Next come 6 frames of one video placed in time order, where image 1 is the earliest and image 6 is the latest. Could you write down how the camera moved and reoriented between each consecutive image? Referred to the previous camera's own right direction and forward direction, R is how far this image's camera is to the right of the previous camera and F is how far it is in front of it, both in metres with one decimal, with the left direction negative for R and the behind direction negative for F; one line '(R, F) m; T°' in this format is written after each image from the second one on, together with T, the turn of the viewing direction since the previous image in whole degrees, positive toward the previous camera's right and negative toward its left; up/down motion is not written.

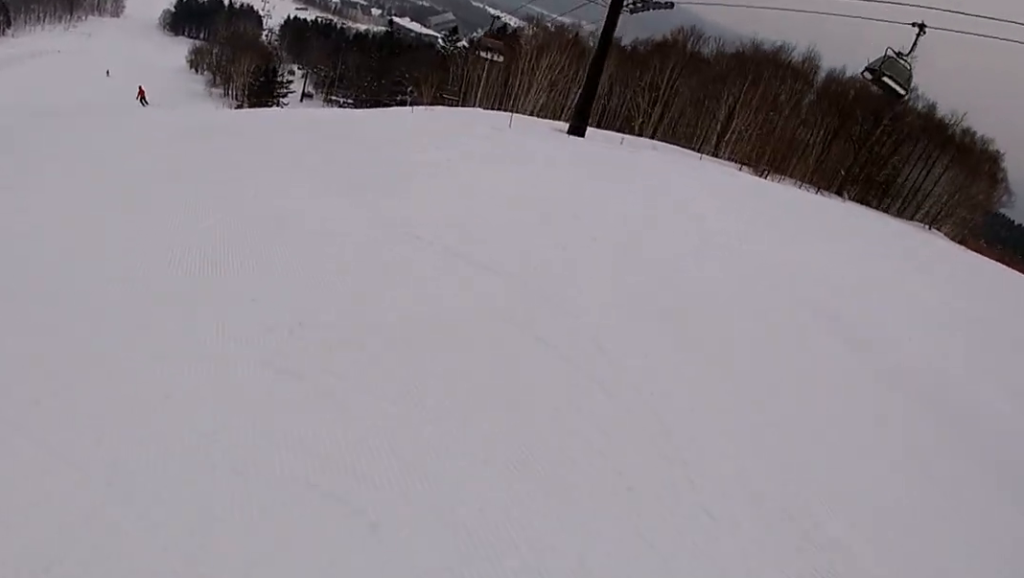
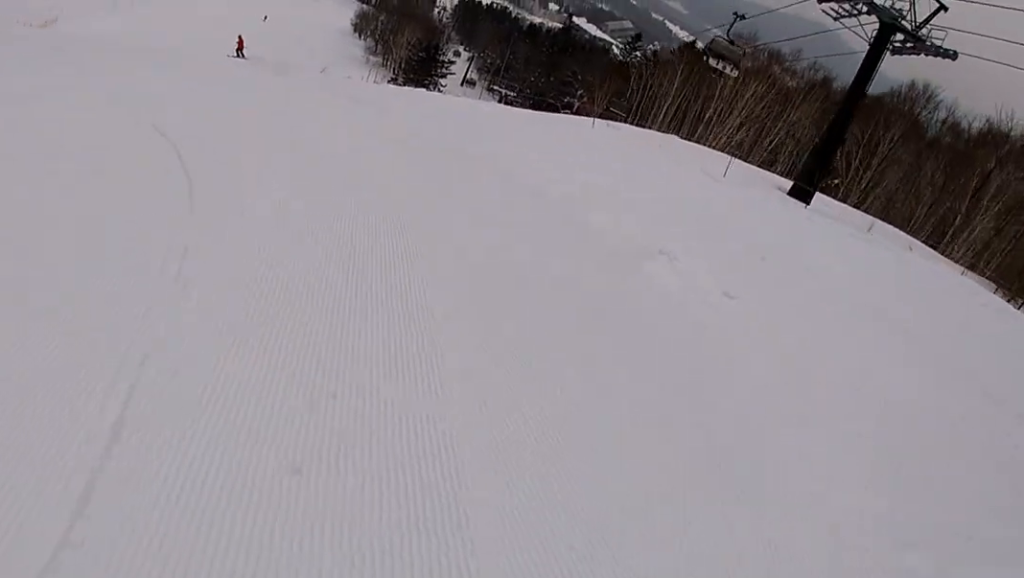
(-1.6, +8.0) m; -20°
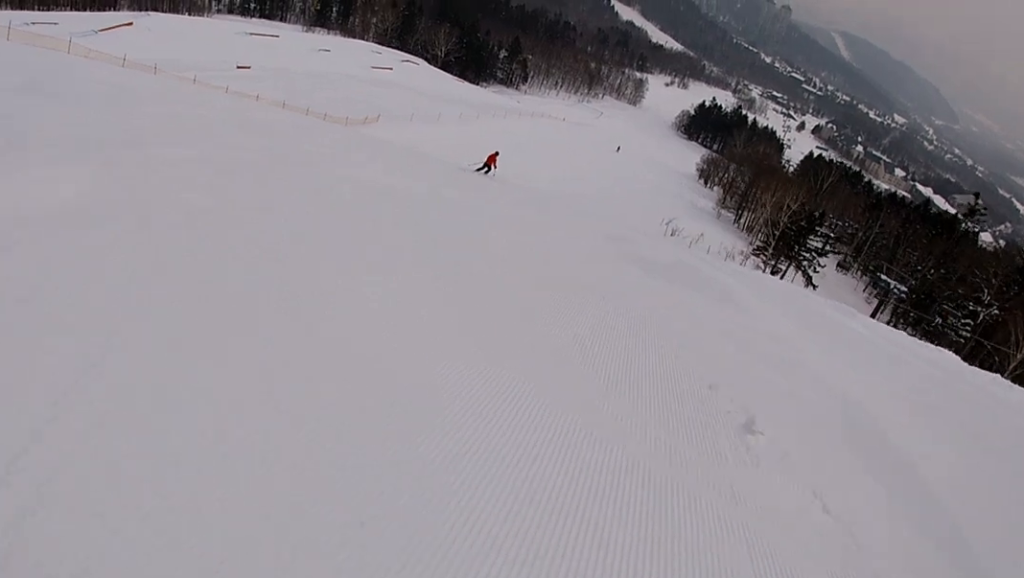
(-4.9, +17.5) m; -13°
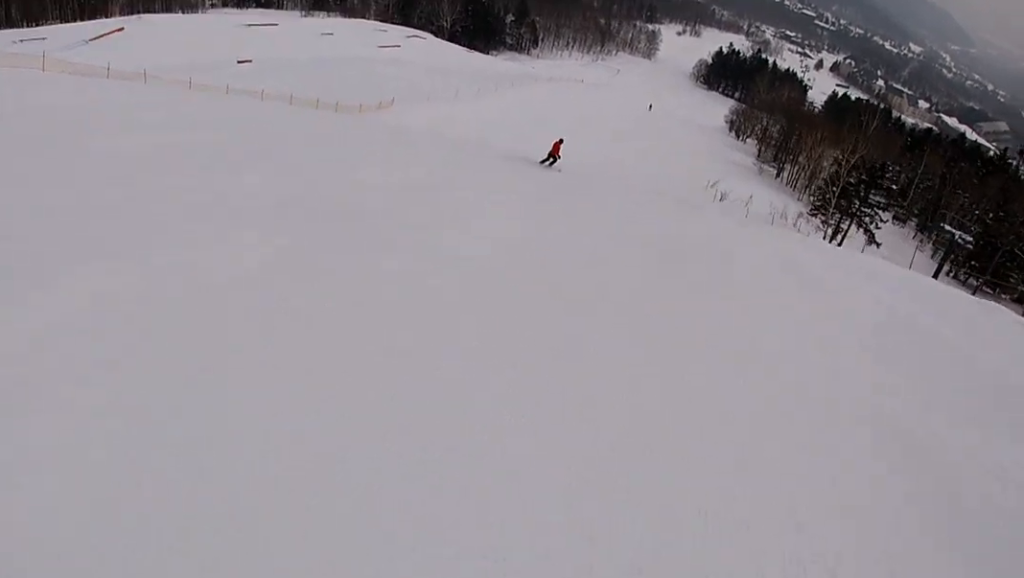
(+0.2, +5.6) m; +6°
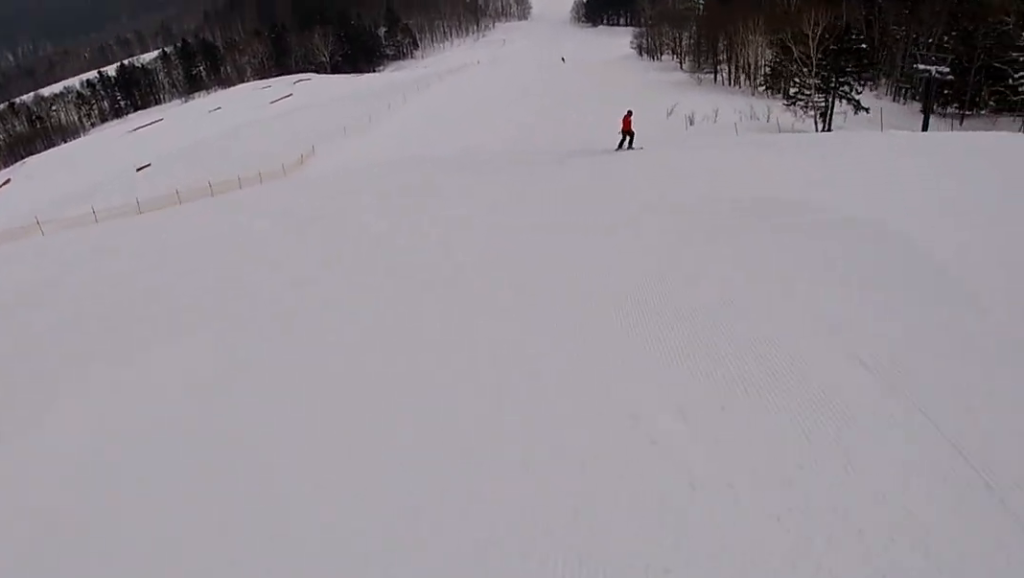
(+0.8, +9.0) m; +5°
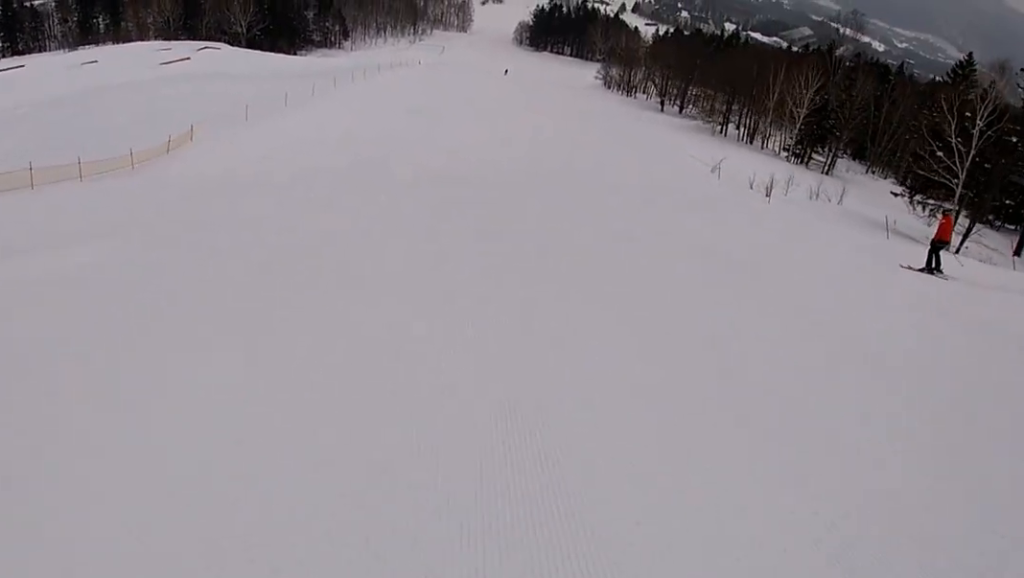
(+0.9, +27.6) m; +8°
